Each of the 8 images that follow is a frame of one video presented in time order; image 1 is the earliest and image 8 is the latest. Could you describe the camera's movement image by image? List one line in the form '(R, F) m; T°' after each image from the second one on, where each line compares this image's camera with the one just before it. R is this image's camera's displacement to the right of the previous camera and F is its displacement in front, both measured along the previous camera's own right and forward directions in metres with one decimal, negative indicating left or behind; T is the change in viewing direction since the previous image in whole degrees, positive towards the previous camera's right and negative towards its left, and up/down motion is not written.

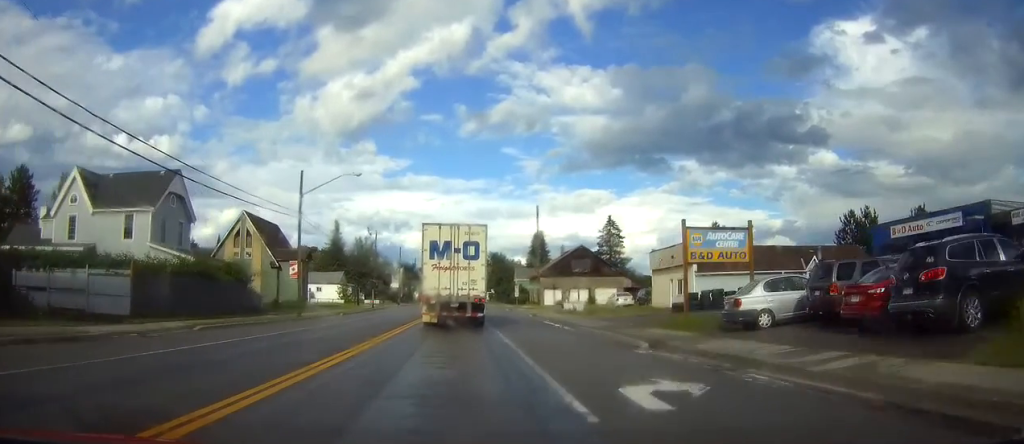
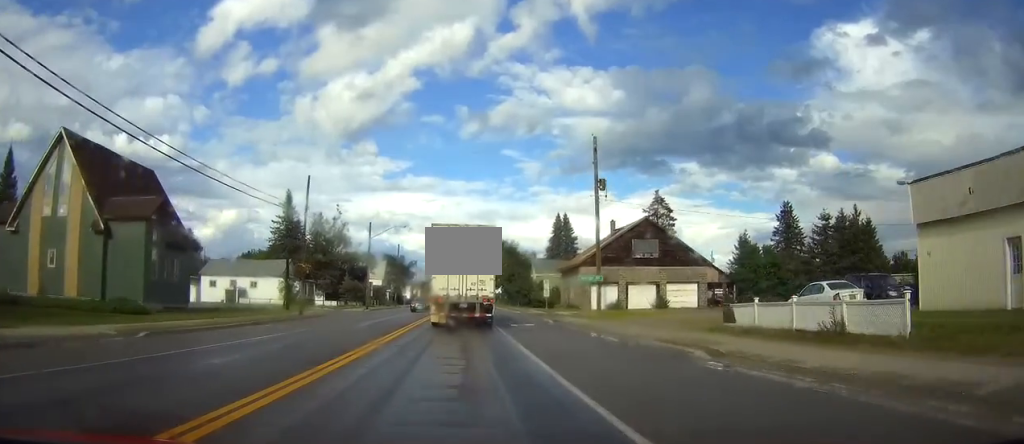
(0.0, +34.4) m; 0°
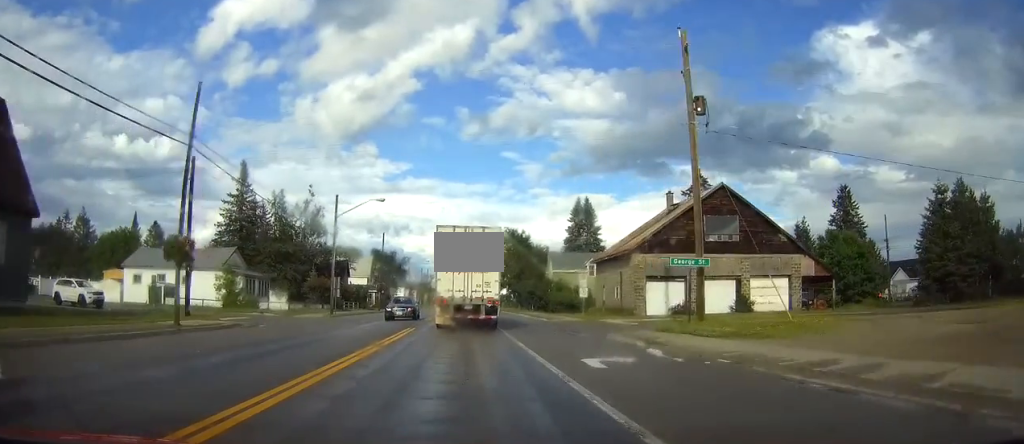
(0.0, +19.4) m; 0°
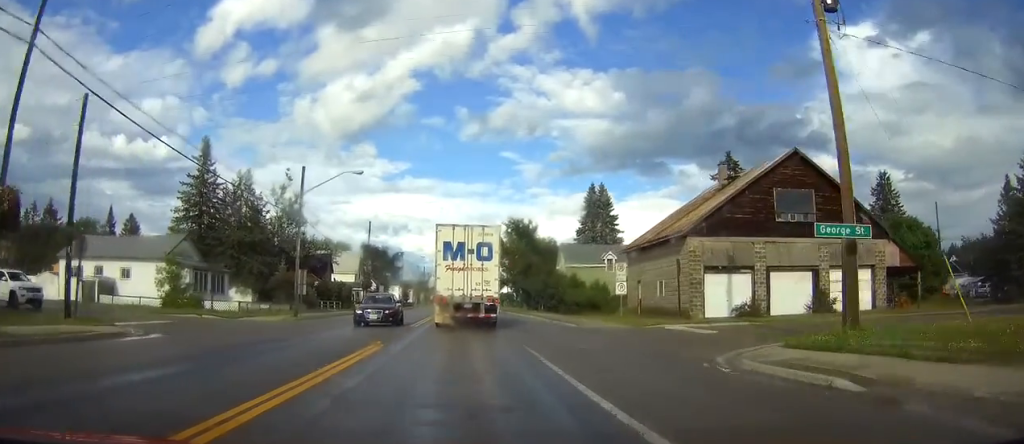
(0.0, +11.0) m; 0°
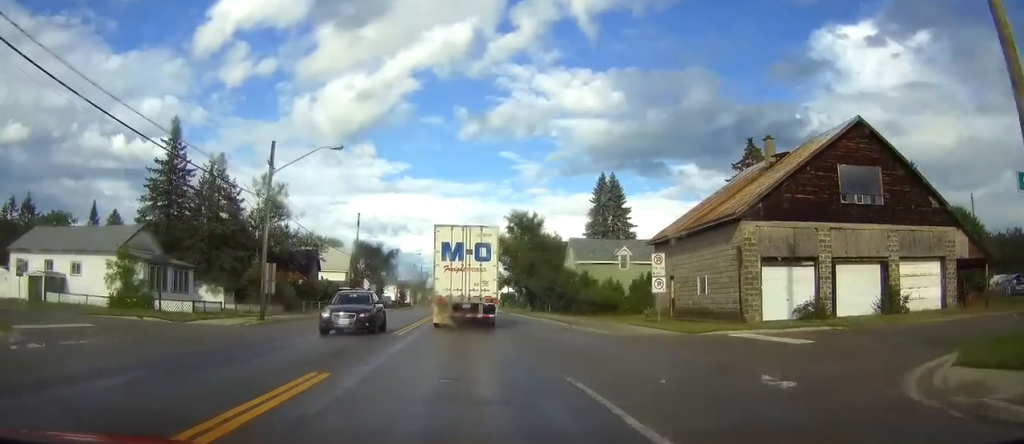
(0.0, +6.8) m; 0°
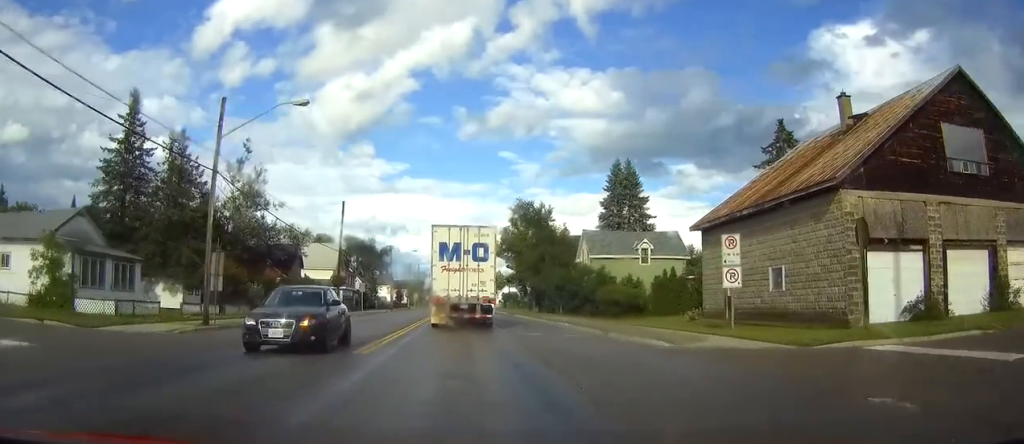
(0.0, +7.9) m; 0°
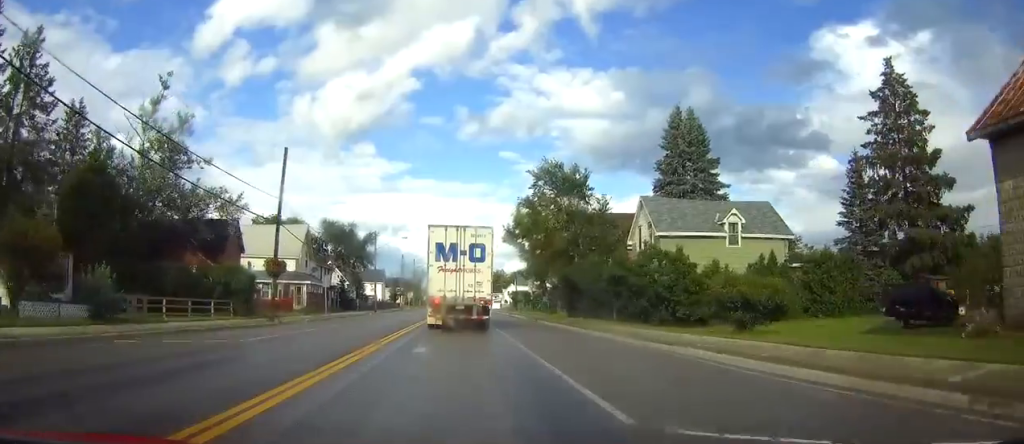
(0.0, +19.5) m; 0°
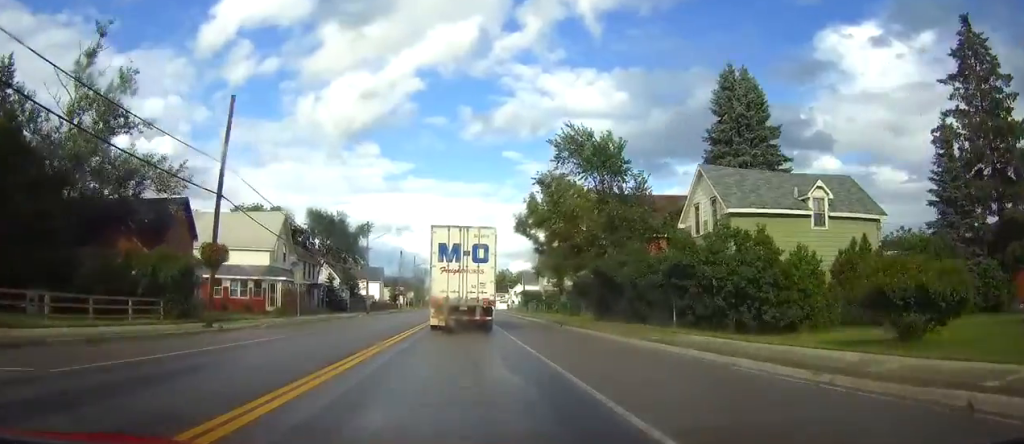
(0.0, +10.0) m; 0°
